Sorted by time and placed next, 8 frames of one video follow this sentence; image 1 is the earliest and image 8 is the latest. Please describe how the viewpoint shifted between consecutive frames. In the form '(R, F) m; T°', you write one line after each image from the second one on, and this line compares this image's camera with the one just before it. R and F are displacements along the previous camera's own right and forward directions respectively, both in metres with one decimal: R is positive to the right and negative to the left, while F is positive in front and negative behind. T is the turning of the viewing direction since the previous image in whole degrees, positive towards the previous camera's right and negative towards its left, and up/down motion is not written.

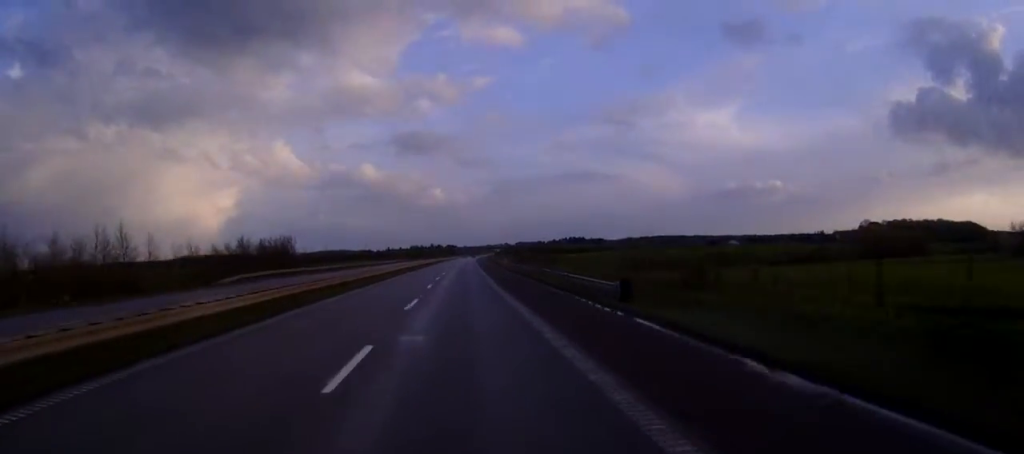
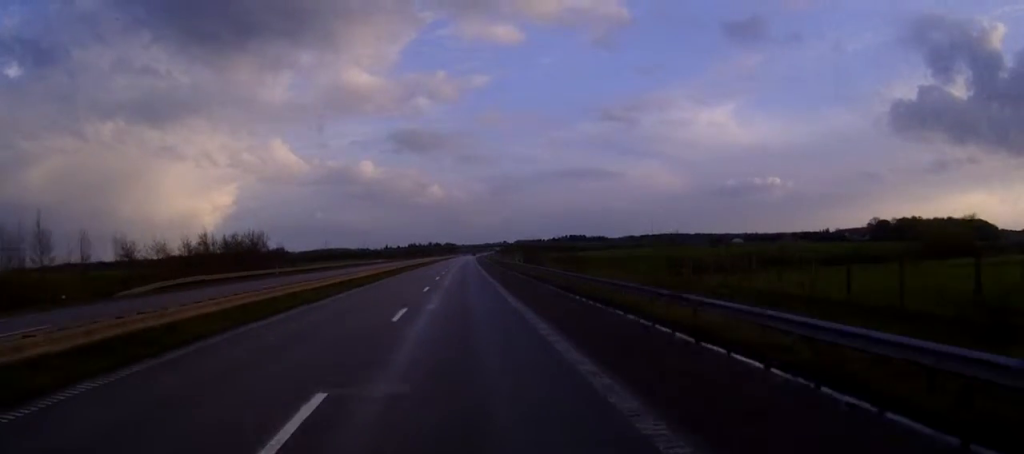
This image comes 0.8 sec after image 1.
(0.0, +20.0) m; 0°
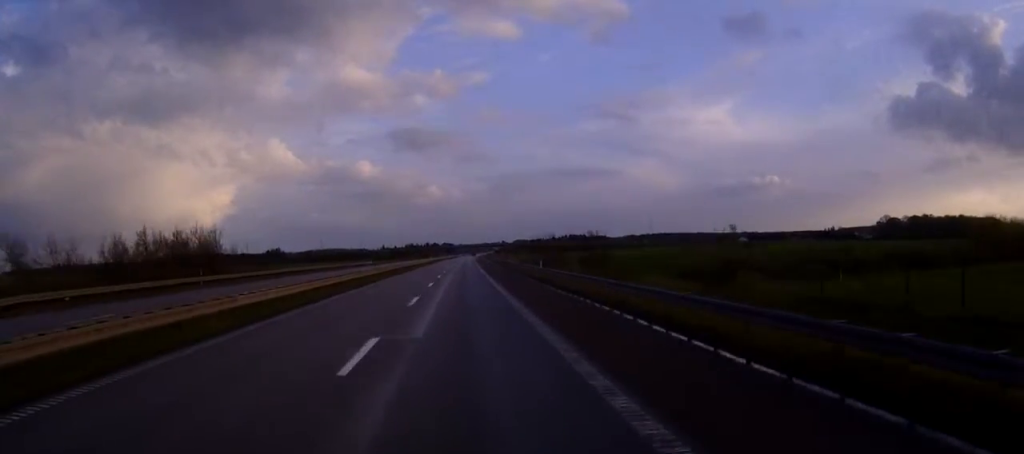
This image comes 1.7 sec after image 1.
(0.0, +23.5) m; 0°
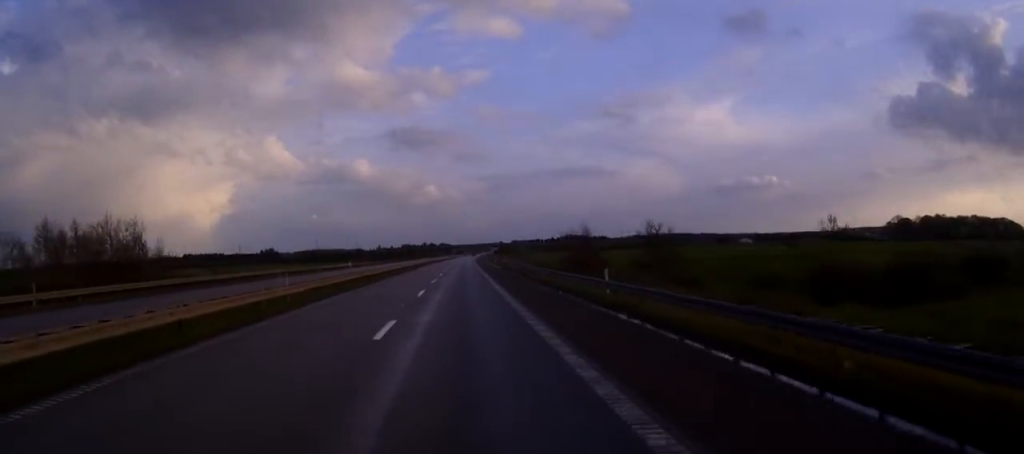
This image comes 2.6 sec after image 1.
(+0.1, +25.2) m; 0°
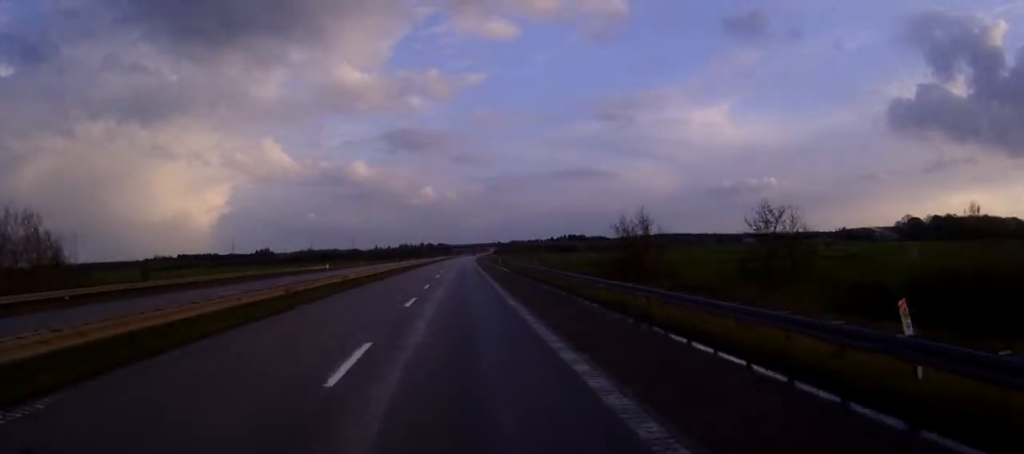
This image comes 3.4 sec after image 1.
(0.0, +20.8) m; 0°
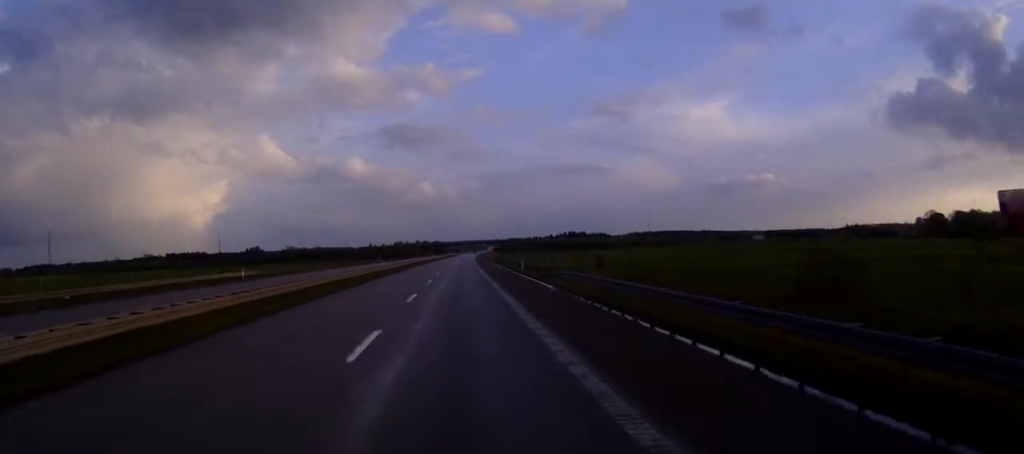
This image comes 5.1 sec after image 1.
(+0.1, +42.7) m; 0°
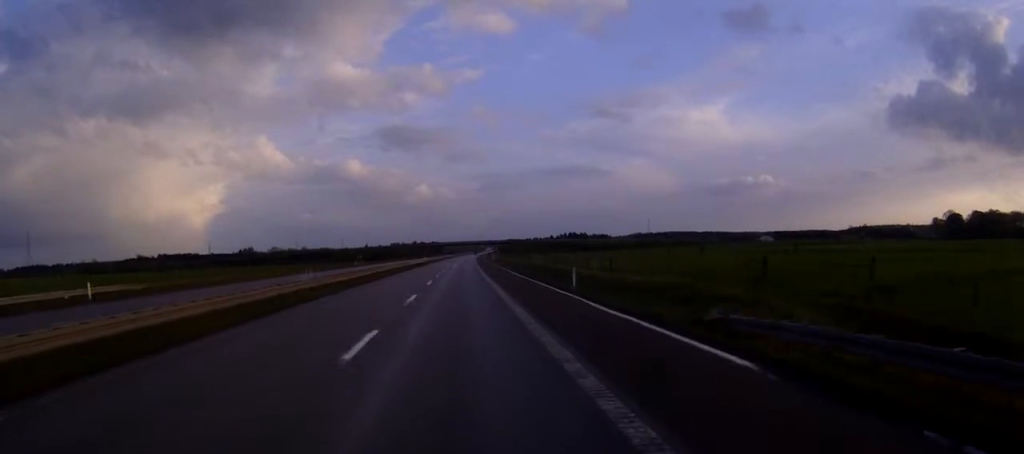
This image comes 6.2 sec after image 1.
(+0.1, +30.3) m; 0°
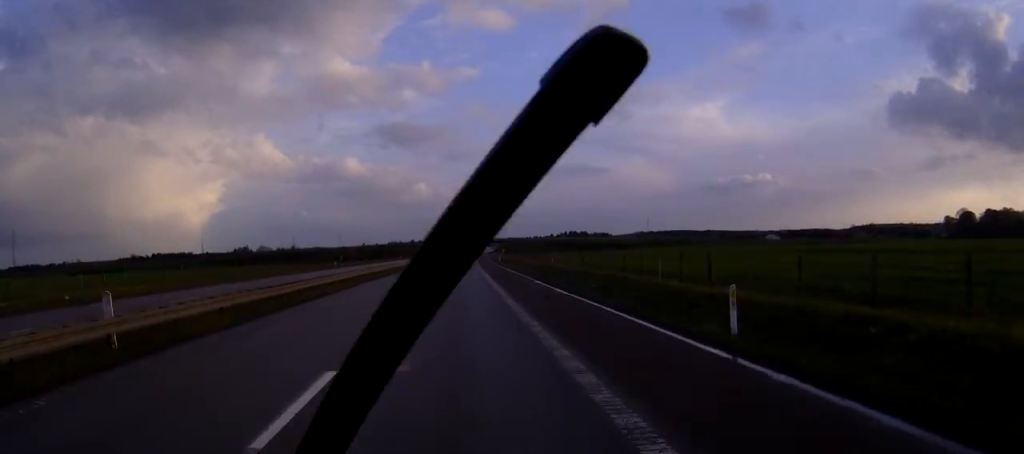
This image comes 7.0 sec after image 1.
(-0.1, +20.8) m; 0°
